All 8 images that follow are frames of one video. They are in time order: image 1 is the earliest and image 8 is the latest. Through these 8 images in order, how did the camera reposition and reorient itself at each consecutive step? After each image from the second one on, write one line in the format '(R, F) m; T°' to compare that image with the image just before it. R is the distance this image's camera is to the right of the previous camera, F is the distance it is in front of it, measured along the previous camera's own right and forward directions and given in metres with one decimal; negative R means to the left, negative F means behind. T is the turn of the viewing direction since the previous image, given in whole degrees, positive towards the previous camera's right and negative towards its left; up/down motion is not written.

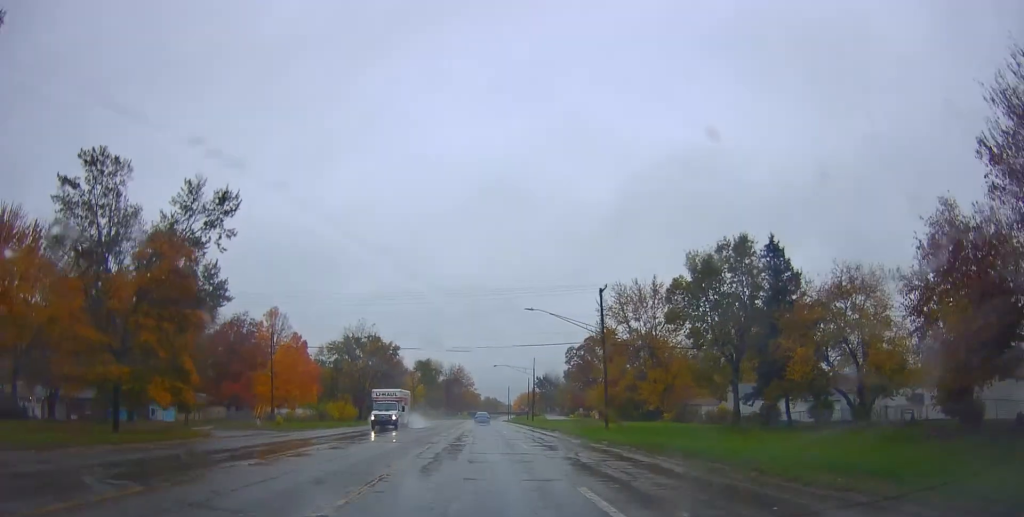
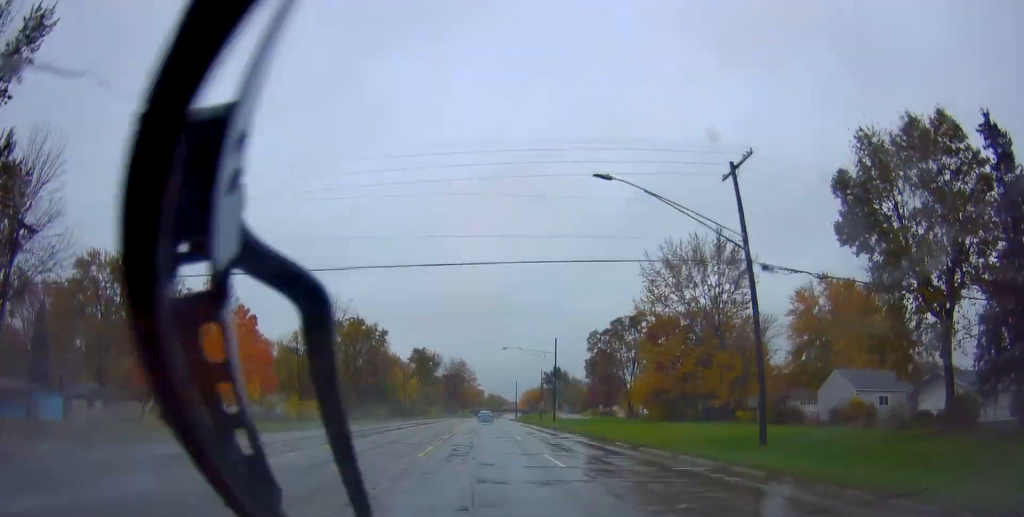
(-0.4, +24.2) m; -2°
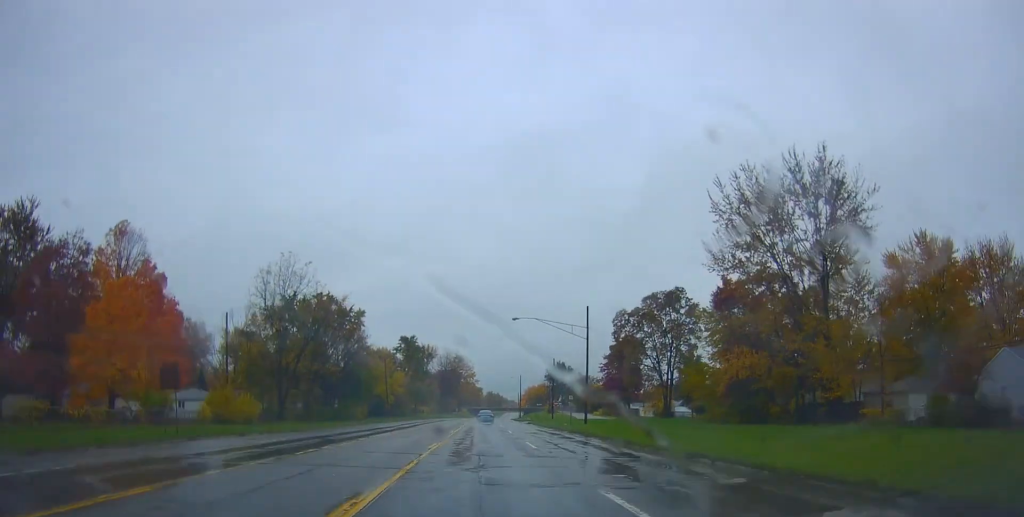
(-0.5, +22.8) m; +1°
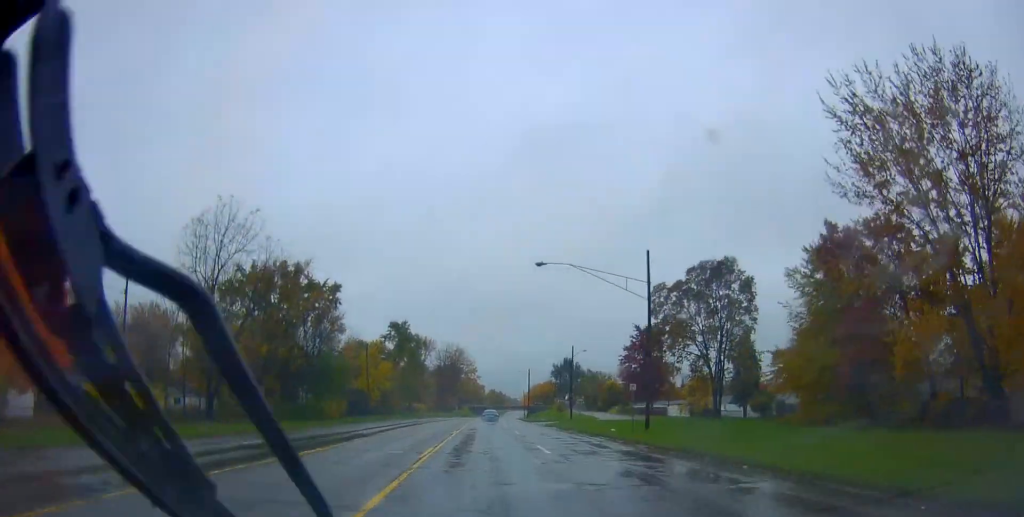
(+0.7, +18.5) m; +2°
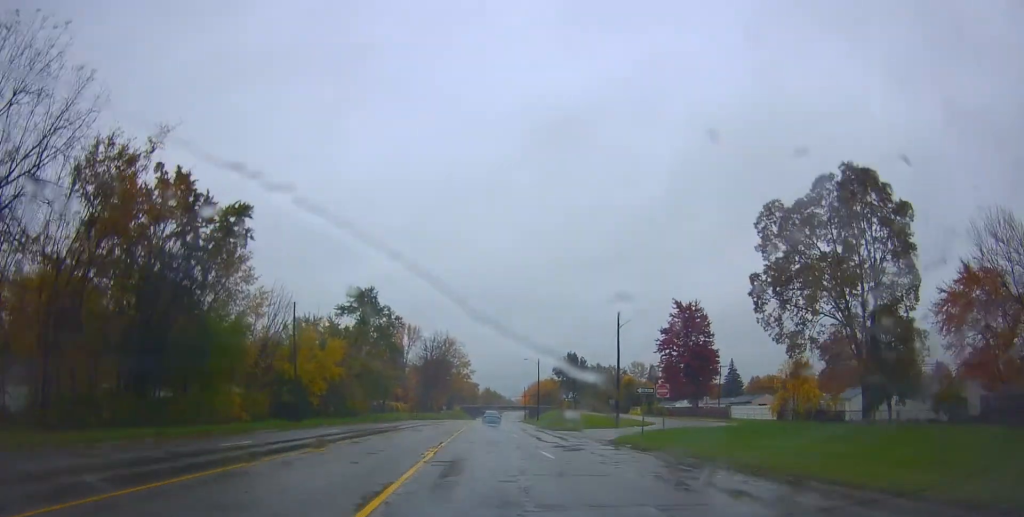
(-0.7, +30.8) m; -2°
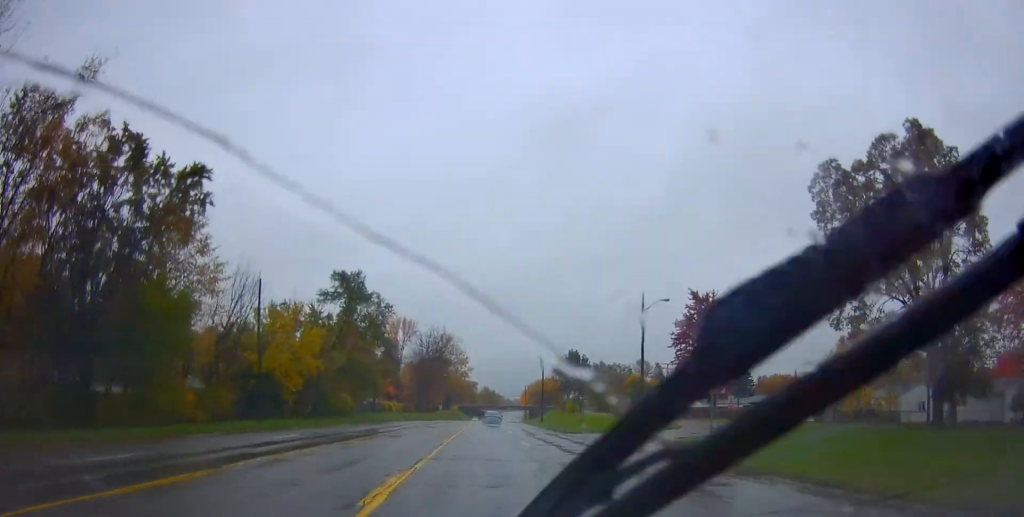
(-0.4, +8.4) m; 0°
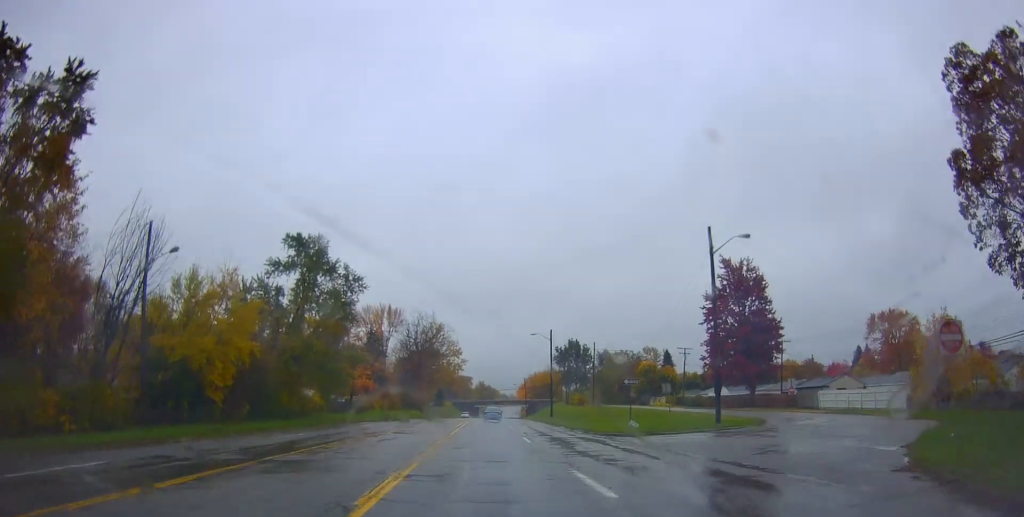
(+0.6, +15.6) m; +2°
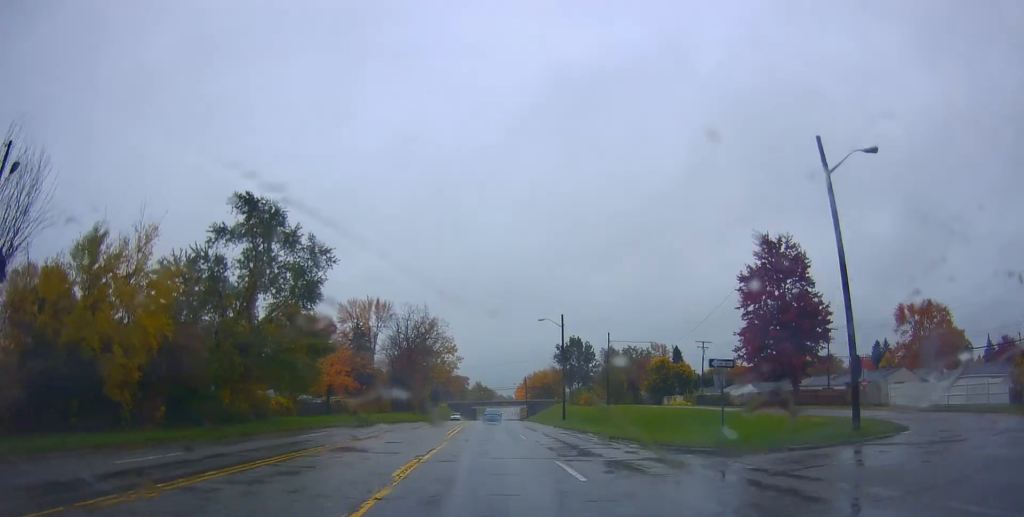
(+0.1, +12.4) m; 0°
